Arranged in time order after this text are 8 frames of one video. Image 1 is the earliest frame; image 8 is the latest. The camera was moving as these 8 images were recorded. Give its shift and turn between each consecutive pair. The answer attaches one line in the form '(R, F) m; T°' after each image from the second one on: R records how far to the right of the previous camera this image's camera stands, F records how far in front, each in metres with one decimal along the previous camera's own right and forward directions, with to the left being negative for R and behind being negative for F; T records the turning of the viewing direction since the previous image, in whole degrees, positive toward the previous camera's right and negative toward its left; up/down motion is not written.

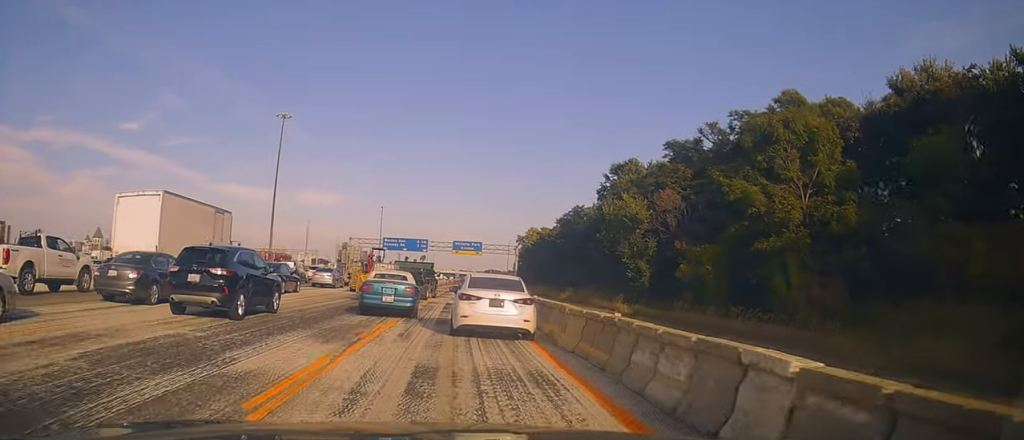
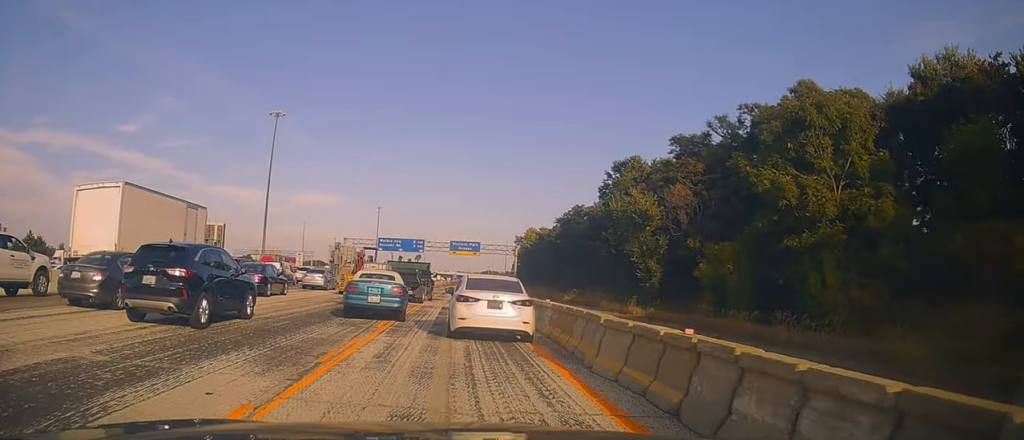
(0.0, +3.9) m; 0°
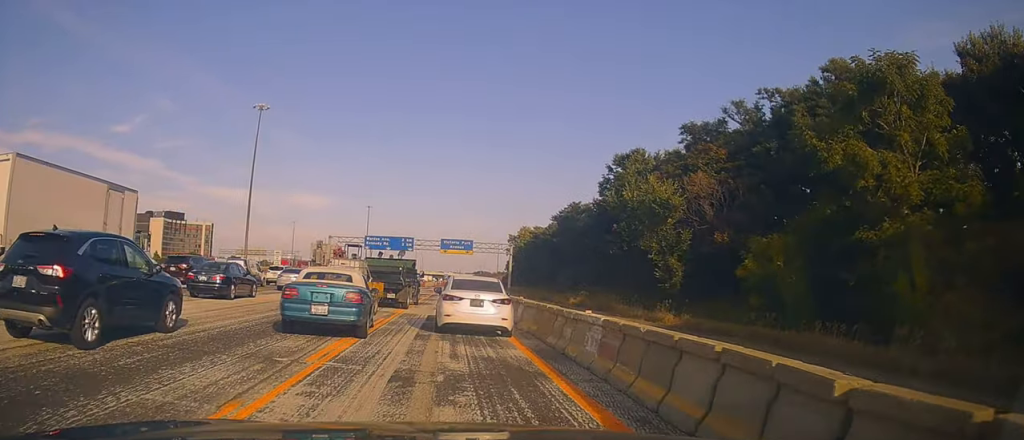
(0.0, +6.6) m; 0°
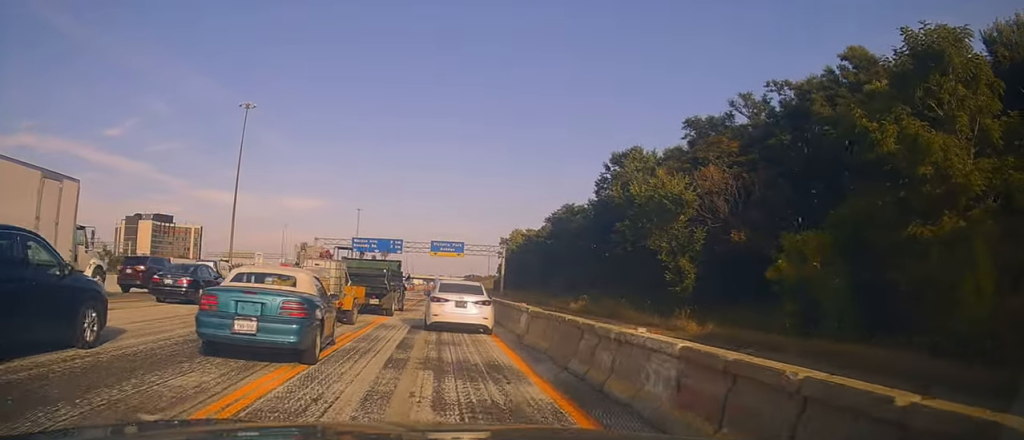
(0.0, +3.5) m; 0°
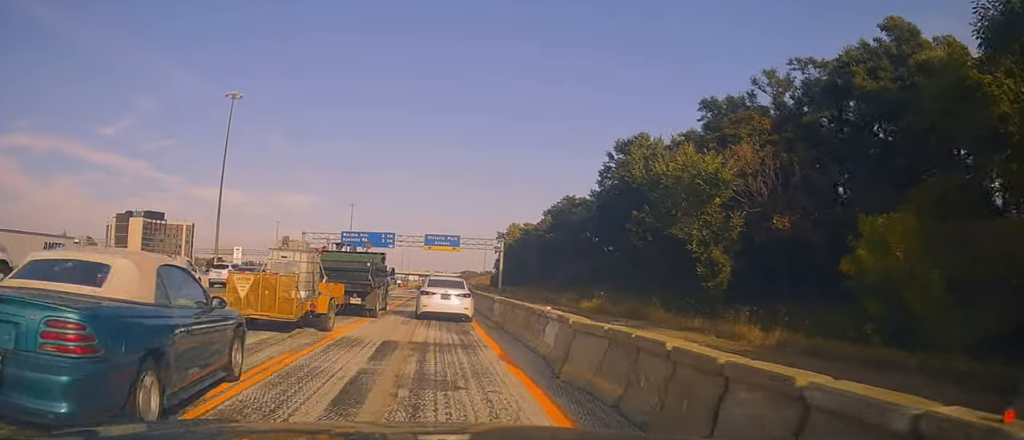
(0.0, +4.7) m; 0°
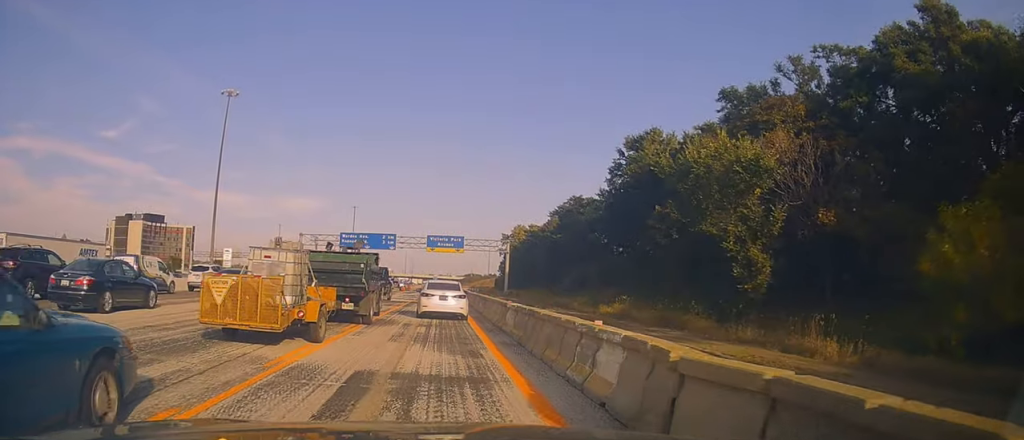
(0.0, +3.1) m; 0°
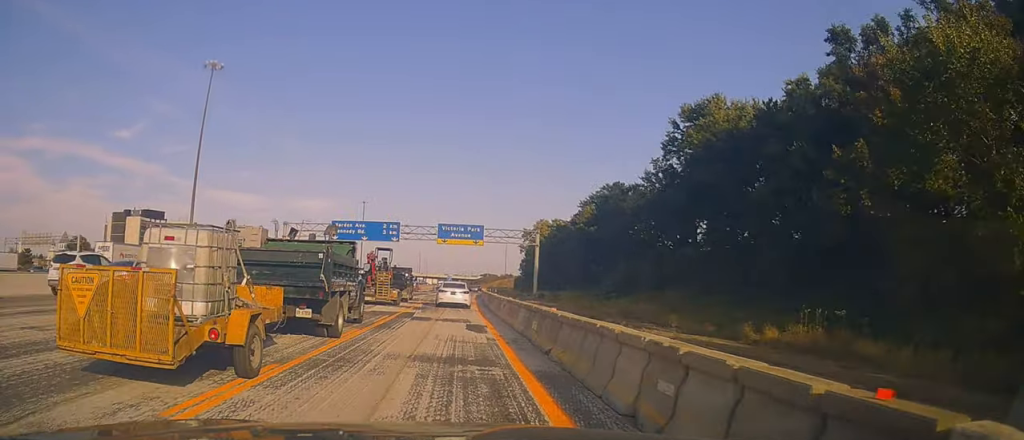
(0.0, +13.3) m; 0°
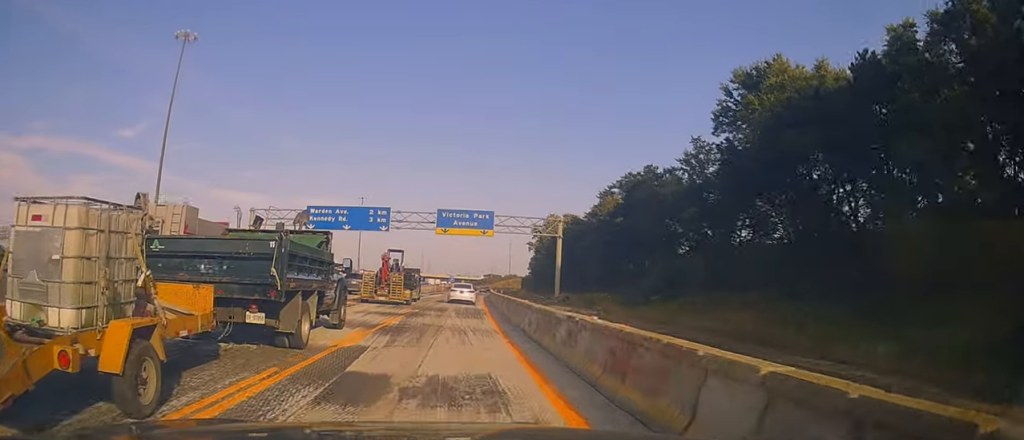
(0.0, +11.1) m; 0°
